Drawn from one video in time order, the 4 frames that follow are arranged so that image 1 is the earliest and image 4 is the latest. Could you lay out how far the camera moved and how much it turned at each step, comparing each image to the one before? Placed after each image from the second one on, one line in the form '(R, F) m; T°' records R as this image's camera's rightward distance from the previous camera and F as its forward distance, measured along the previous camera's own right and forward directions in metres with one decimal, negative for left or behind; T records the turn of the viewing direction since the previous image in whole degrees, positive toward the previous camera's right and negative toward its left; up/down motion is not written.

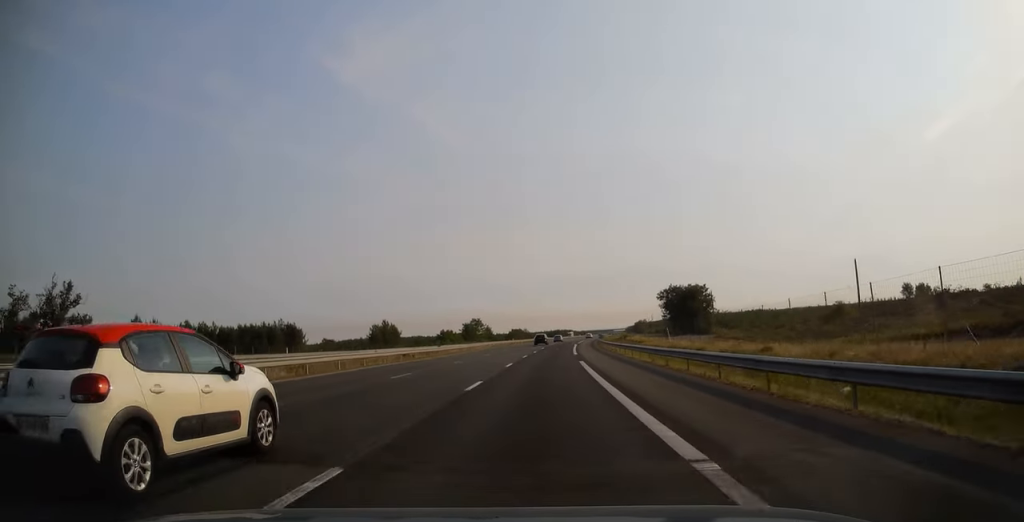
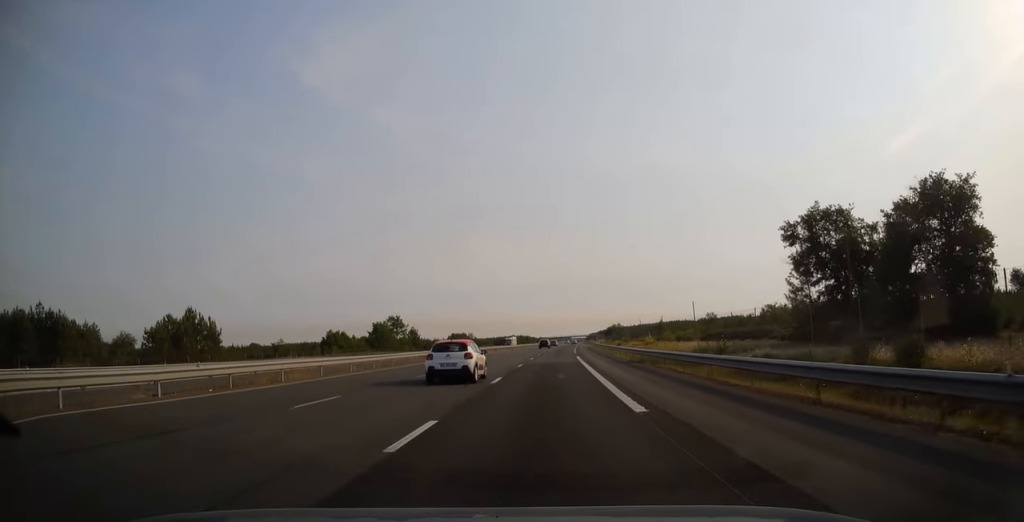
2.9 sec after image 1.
(+3.2, +86.4) m; +4°
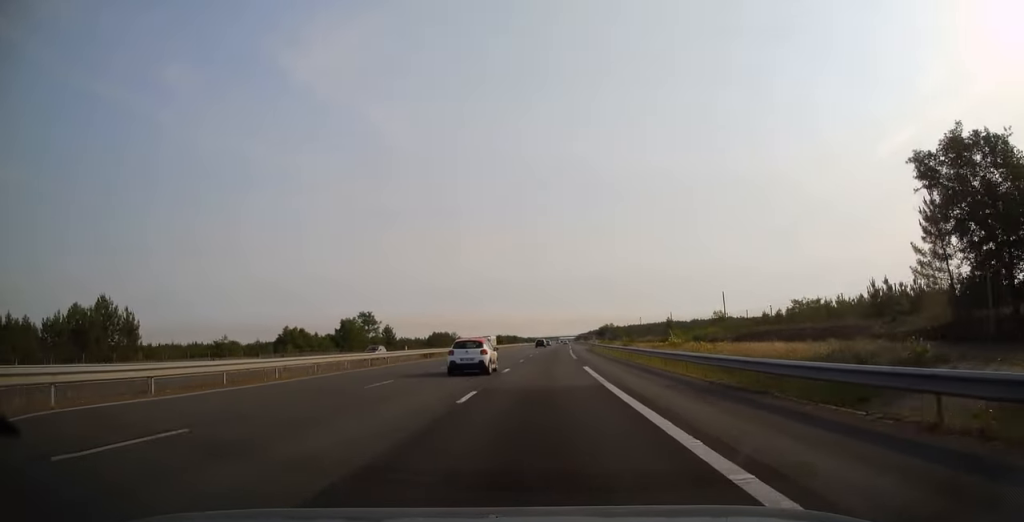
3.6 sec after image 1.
(+0.2, +20.2) m; +1°
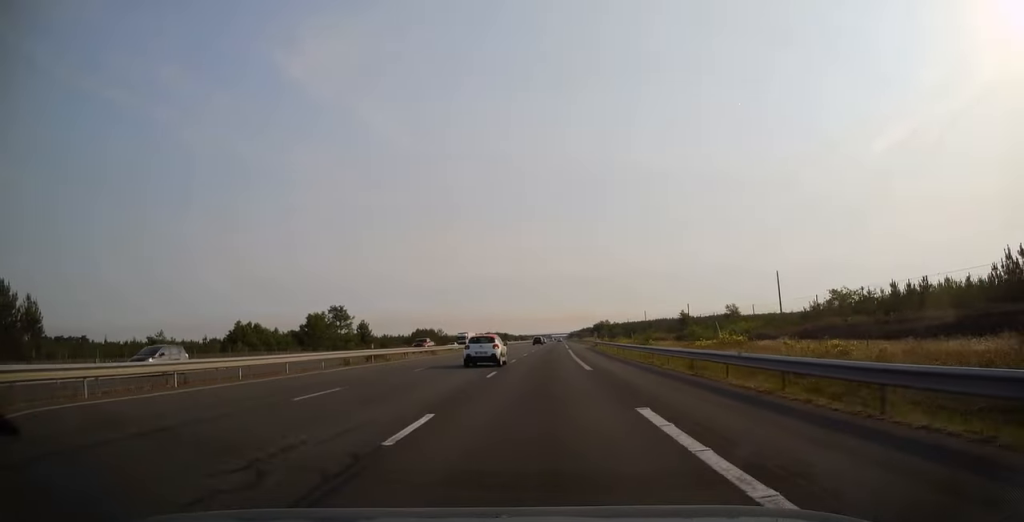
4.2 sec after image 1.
(+0.2, +18.7) m; +1°
